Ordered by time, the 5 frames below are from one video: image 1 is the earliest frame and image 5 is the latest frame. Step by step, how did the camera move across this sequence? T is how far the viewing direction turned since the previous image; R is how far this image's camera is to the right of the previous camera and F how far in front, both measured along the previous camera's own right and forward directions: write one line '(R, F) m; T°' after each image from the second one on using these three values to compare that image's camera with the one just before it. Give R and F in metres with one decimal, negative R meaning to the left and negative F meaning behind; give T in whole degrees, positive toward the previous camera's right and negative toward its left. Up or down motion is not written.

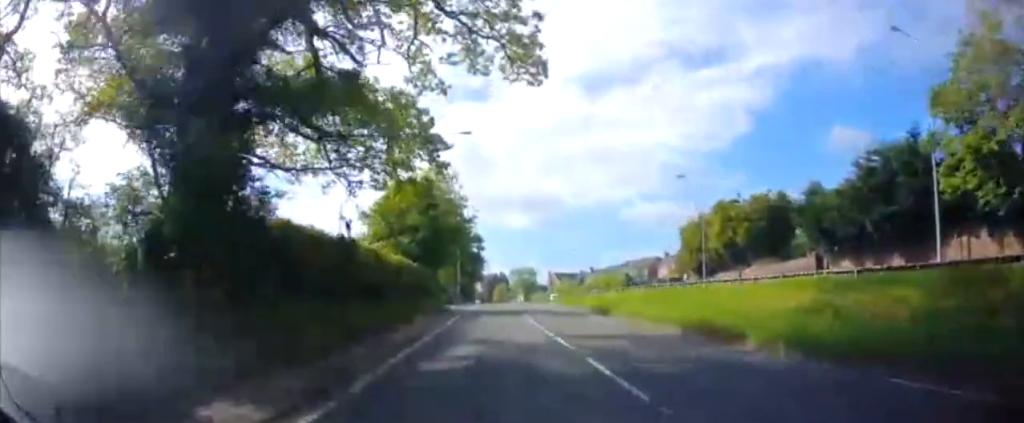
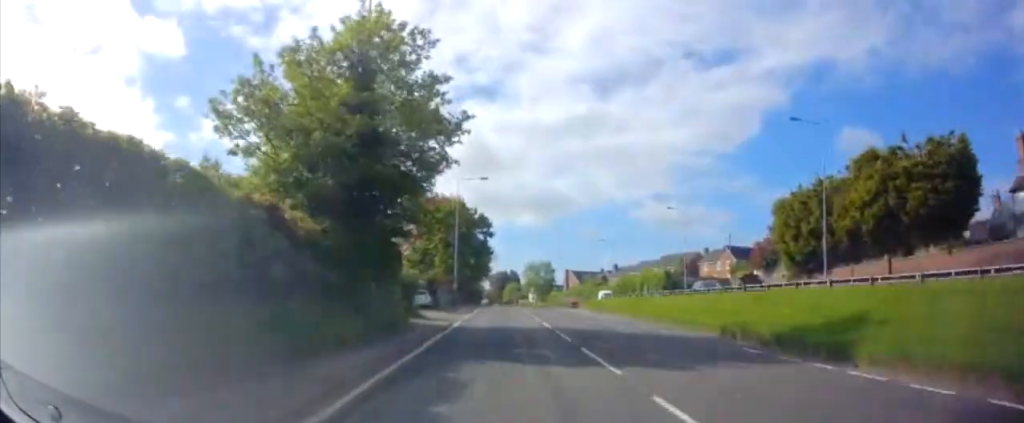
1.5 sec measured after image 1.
(0.0, +21.9) m; 0°
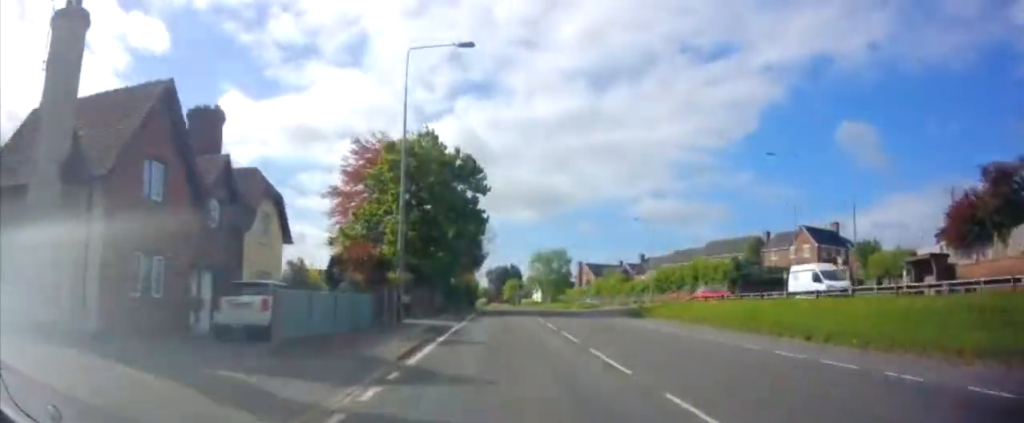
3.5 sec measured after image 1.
(0.0, +29.6) m; 0°
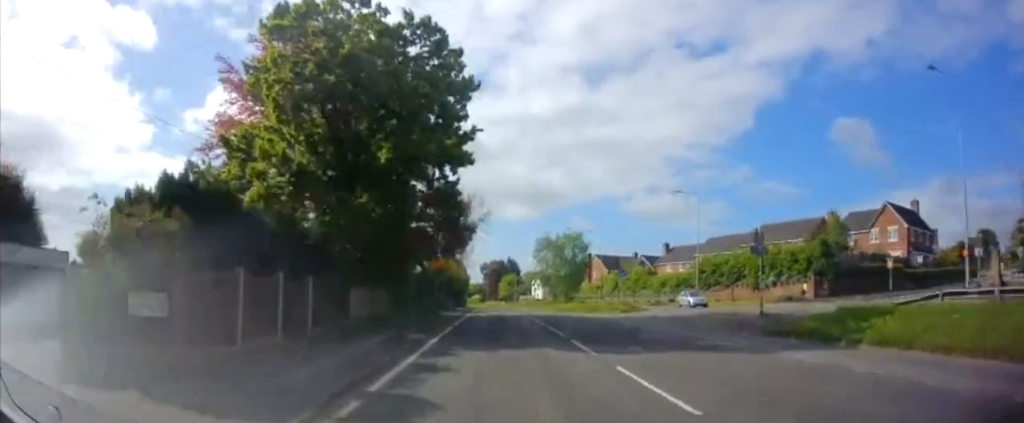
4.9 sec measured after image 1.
(0.0, +21.1) m; 0°
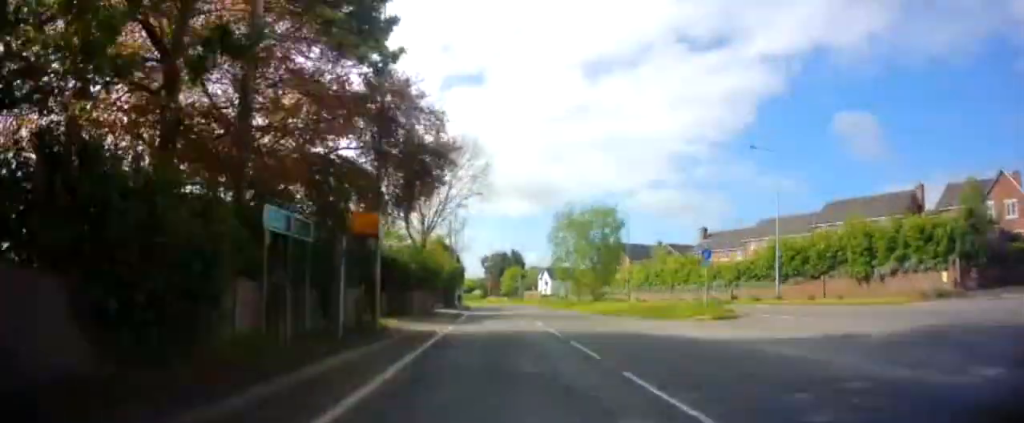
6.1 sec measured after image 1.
(0.0, +18.6) m; 0°
